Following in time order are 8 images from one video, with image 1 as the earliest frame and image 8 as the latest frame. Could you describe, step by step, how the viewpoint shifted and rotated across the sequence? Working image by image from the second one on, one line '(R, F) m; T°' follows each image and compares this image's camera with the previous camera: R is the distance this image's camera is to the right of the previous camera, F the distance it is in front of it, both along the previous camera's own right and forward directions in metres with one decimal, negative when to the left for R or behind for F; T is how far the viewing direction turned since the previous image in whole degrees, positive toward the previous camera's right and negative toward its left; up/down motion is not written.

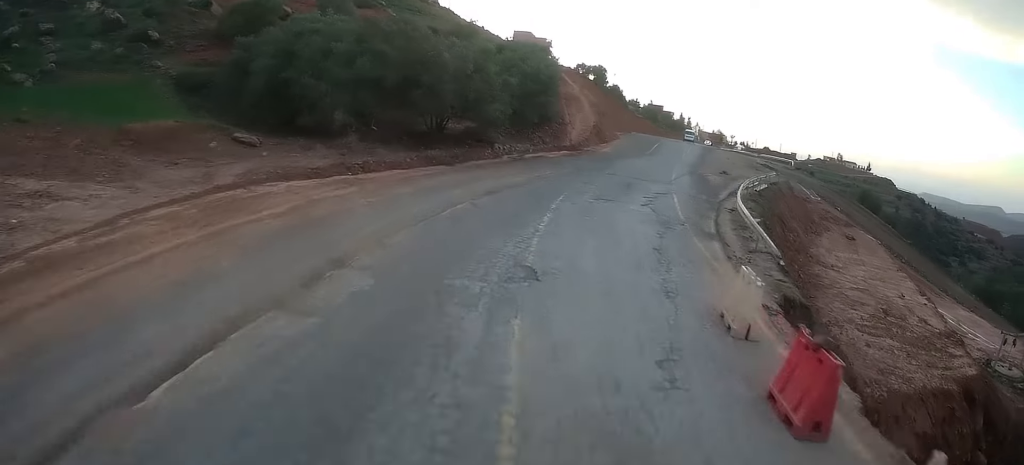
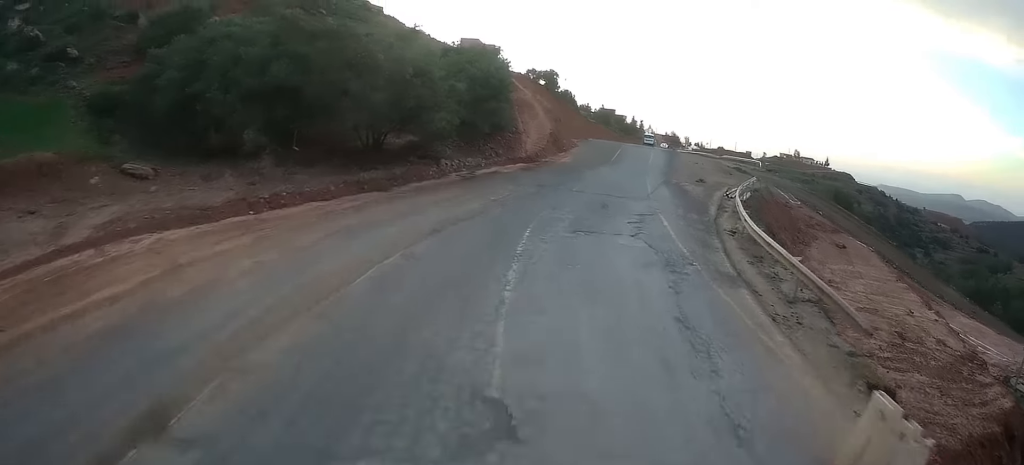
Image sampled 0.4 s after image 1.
(+0.5, +4.2) m; +5°
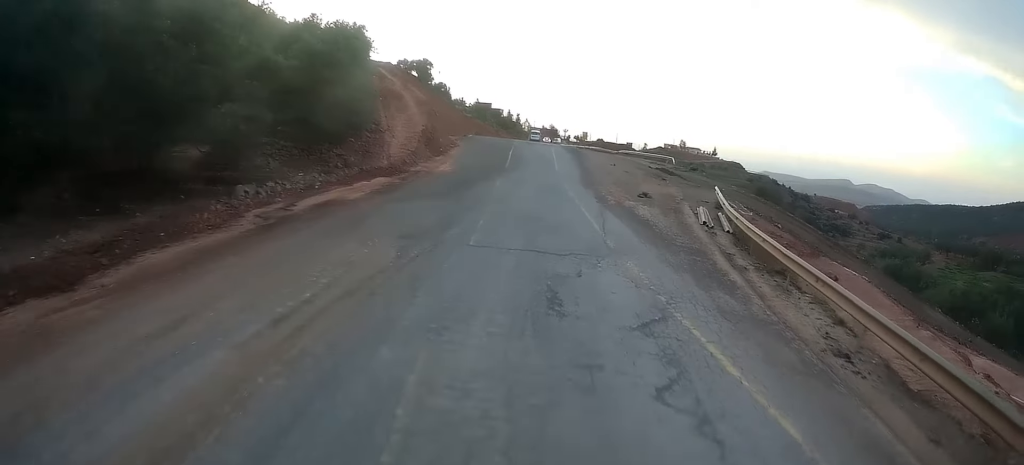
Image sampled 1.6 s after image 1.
(+1.2, +11.0) m; +13°
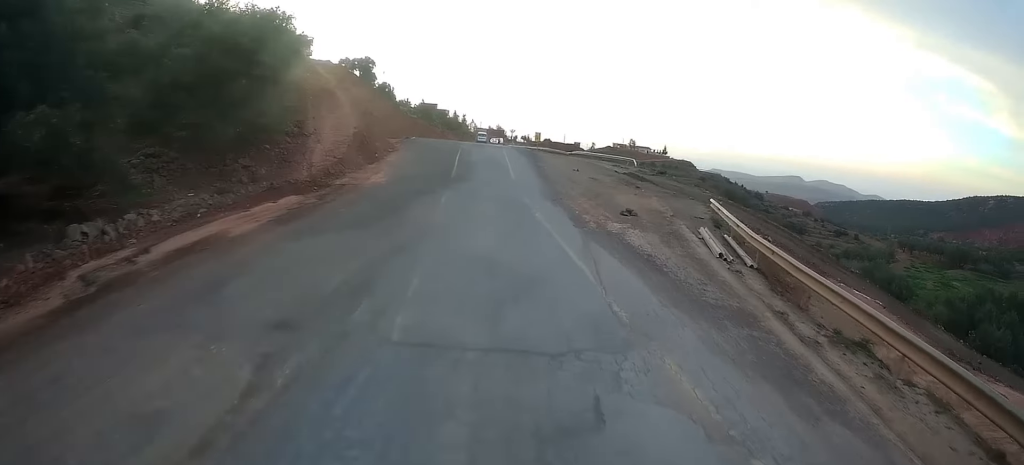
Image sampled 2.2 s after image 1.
(+0.3, +5.3) m; +4°
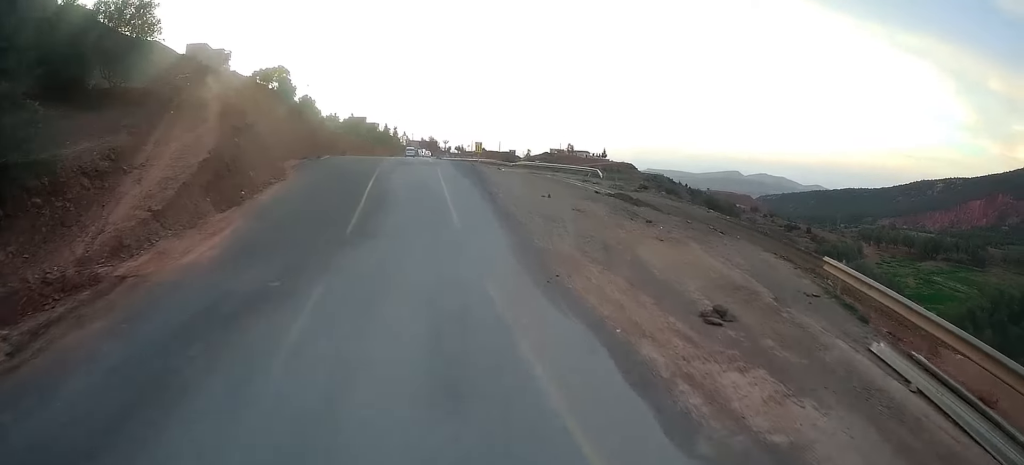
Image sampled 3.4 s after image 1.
(+0.8, +11.4) m; +5°
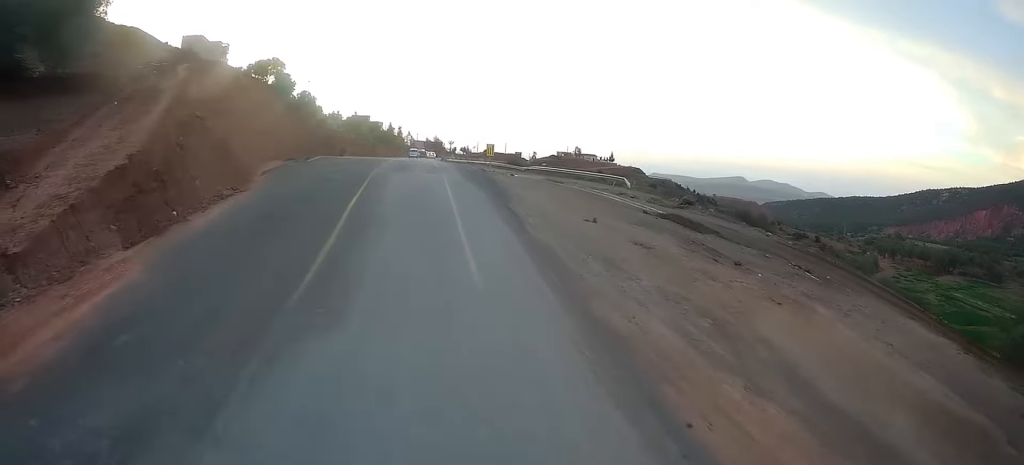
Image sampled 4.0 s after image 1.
(0.0, +6.1) m; +1°
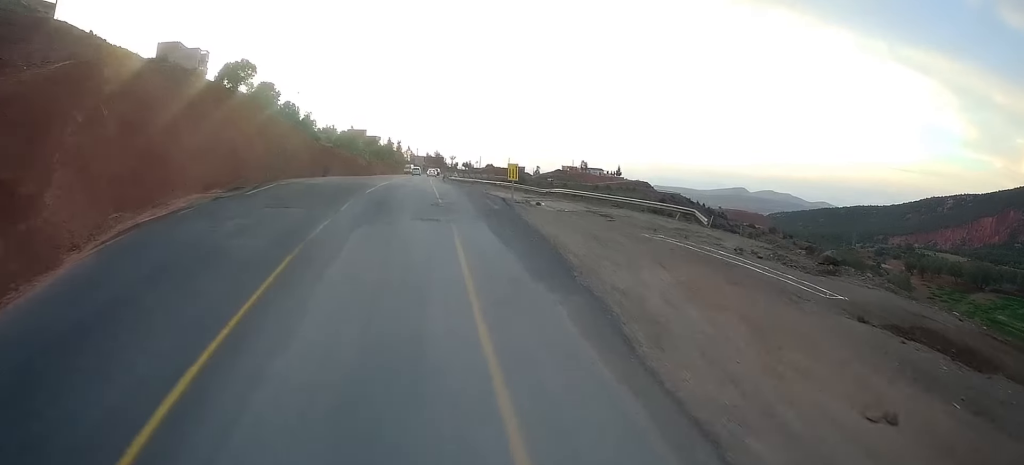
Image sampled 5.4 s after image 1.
(+0.4, +13.3) m; 0°
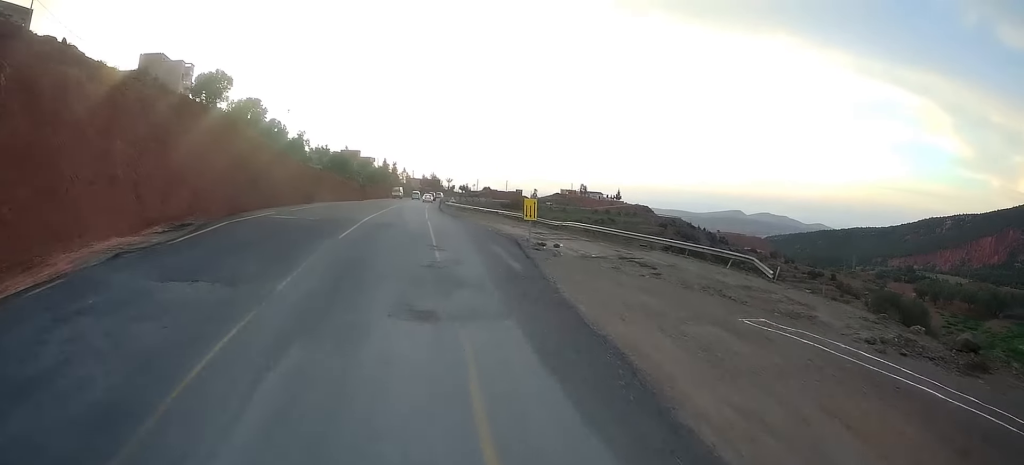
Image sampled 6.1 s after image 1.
(-0.1, +7.6) m; -2°
